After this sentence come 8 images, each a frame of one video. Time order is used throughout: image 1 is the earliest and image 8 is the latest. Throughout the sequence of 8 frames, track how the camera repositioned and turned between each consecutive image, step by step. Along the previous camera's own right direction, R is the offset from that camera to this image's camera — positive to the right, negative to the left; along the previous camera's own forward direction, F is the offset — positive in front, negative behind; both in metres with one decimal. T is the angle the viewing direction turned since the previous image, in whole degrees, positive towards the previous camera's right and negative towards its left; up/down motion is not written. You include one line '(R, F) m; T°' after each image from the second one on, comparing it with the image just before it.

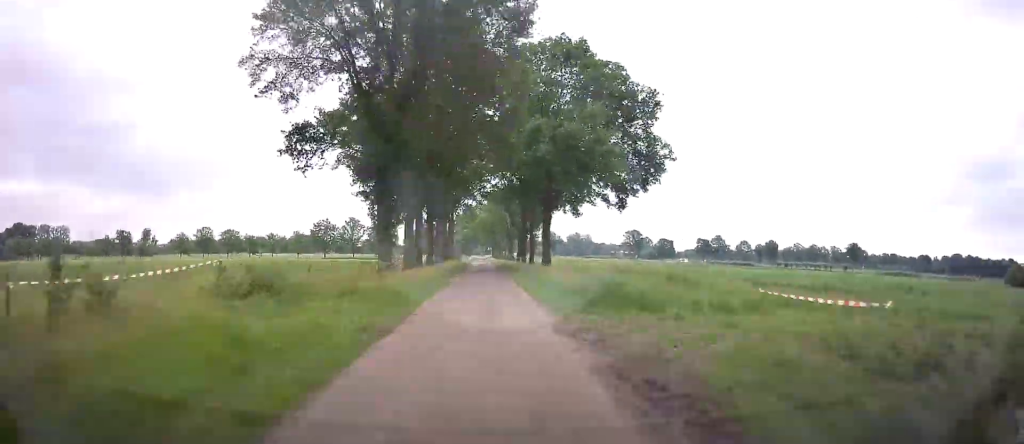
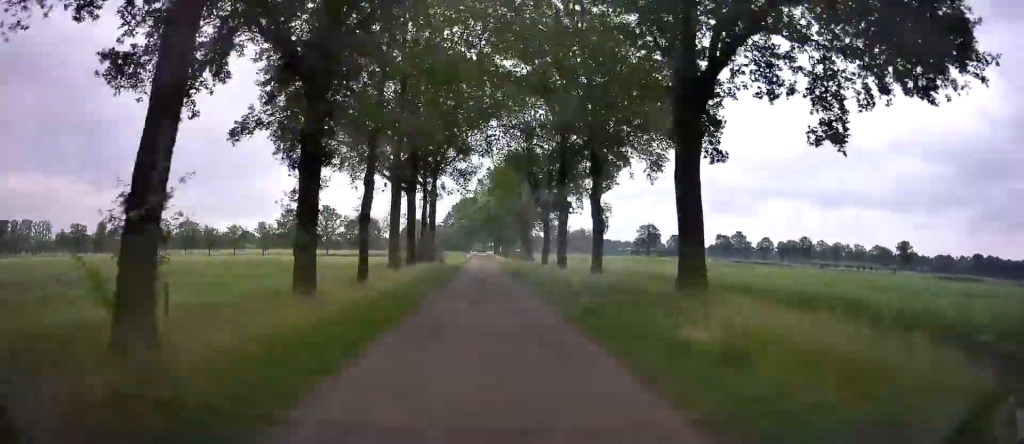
(0.0, +27.8) m; 0°
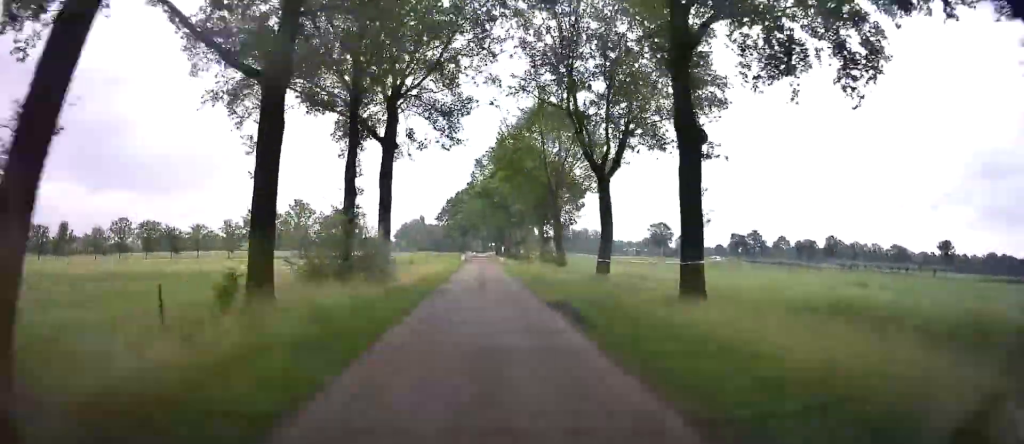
(-0.1, +18.9) m; -1°
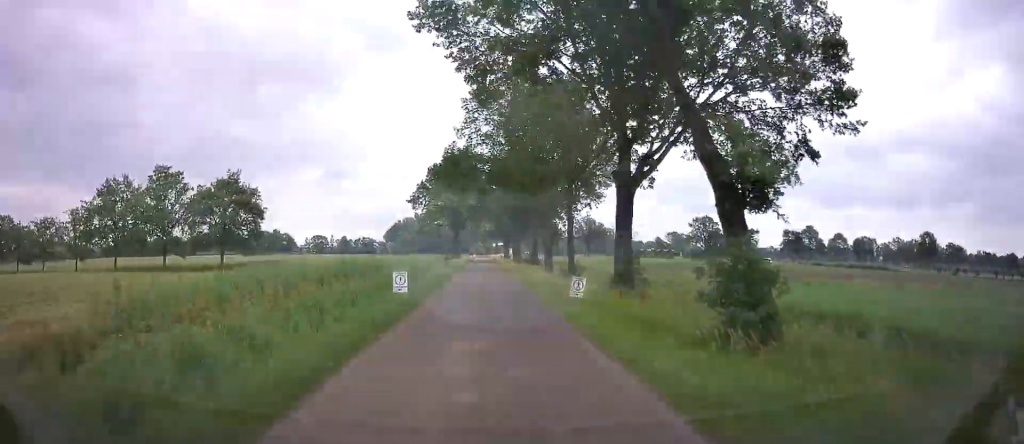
(-0.8, +52.4) m; -1°
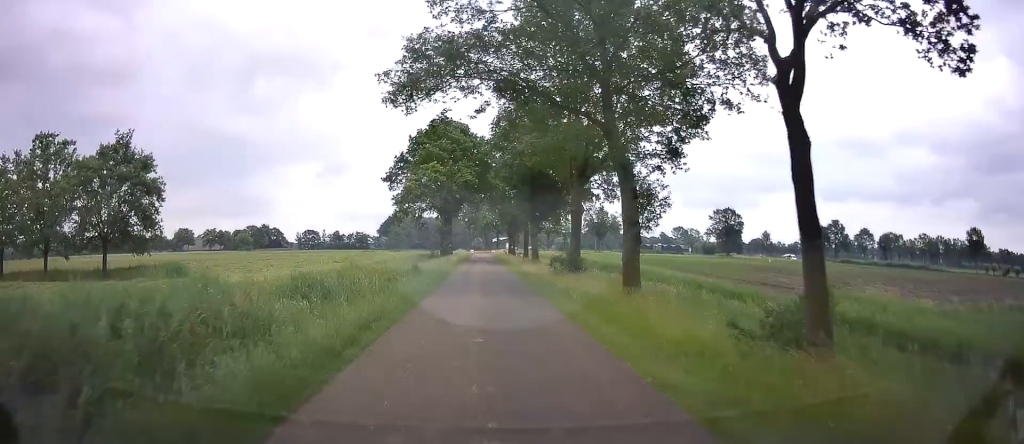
(0.0, +19.9) m; 0°
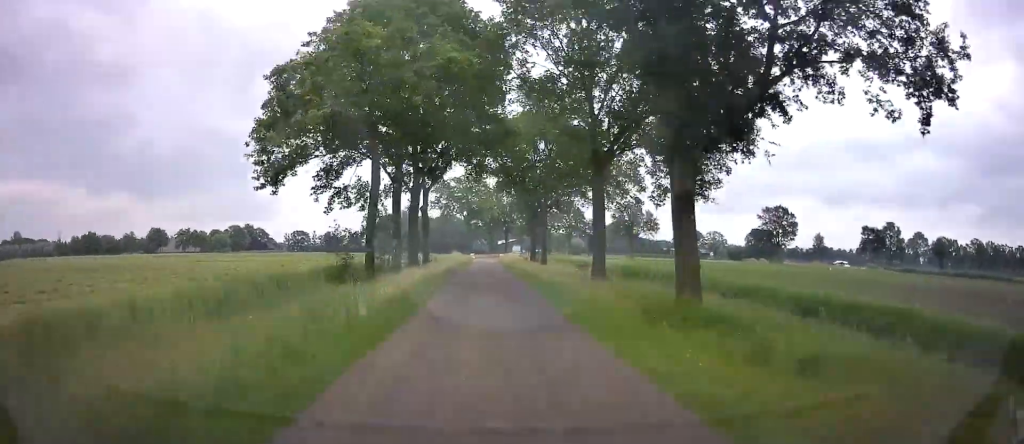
(+0.4, +33.8) m; 0°
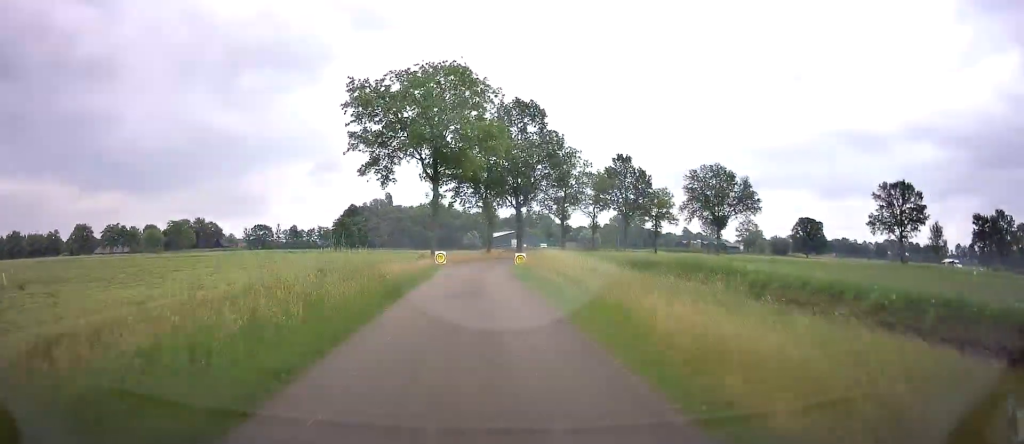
(+0.2, +59.3) m; +1°
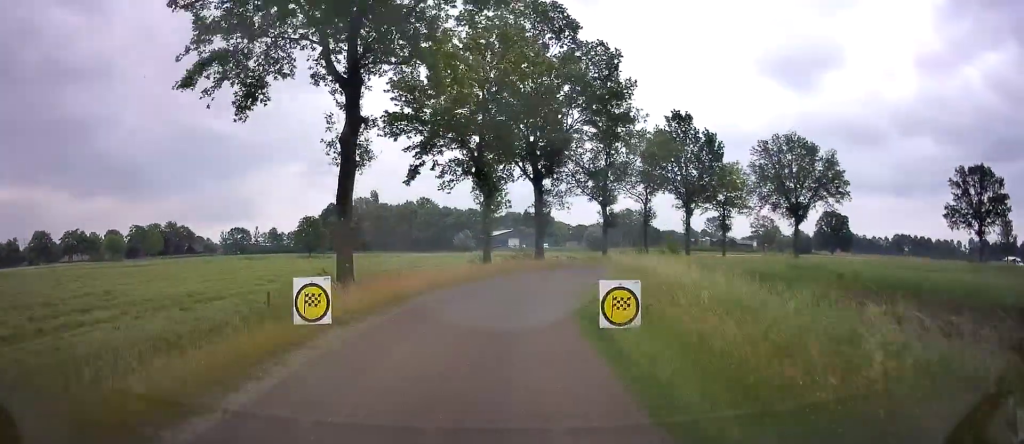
(+0.1, +28.0) m; +1°
